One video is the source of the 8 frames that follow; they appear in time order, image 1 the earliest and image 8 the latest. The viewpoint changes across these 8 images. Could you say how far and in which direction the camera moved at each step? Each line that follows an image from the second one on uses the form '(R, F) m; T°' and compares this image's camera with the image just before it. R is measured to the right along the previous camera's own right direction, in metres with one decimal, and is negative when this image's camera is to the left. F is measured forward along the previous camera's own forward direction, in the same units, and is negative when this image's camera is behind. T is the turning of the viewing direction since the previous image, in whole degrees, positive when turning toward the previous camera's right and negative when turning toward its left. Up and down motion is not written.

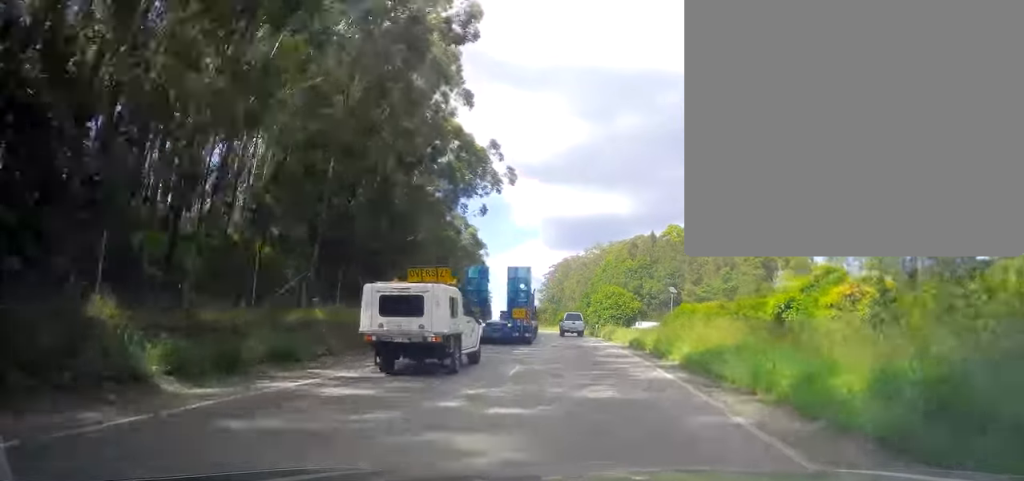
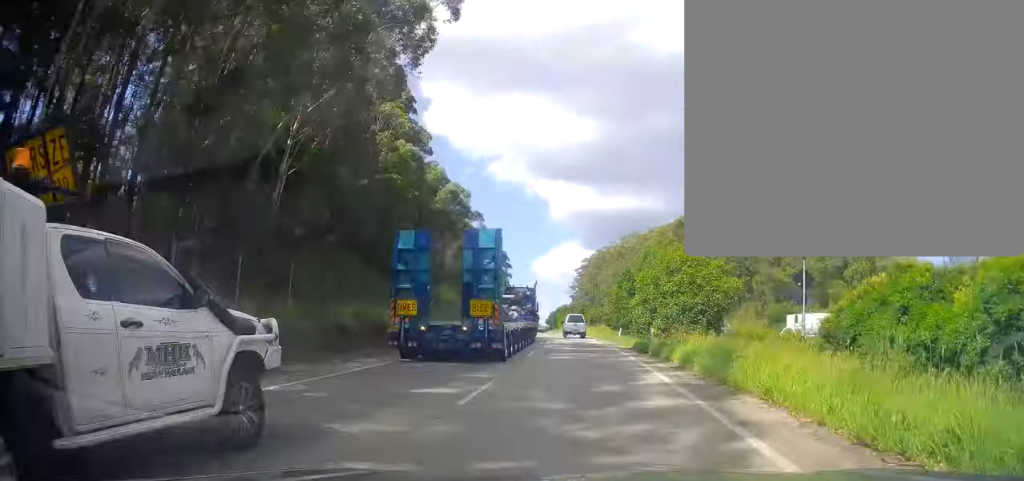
(+0.3, +28.0) m; -2°
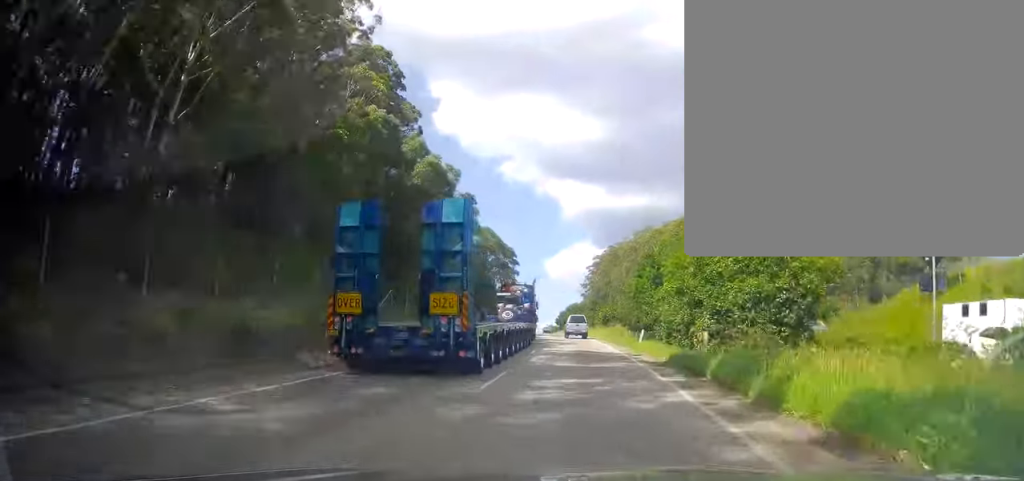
(-0.3, +10.1) m; -2°
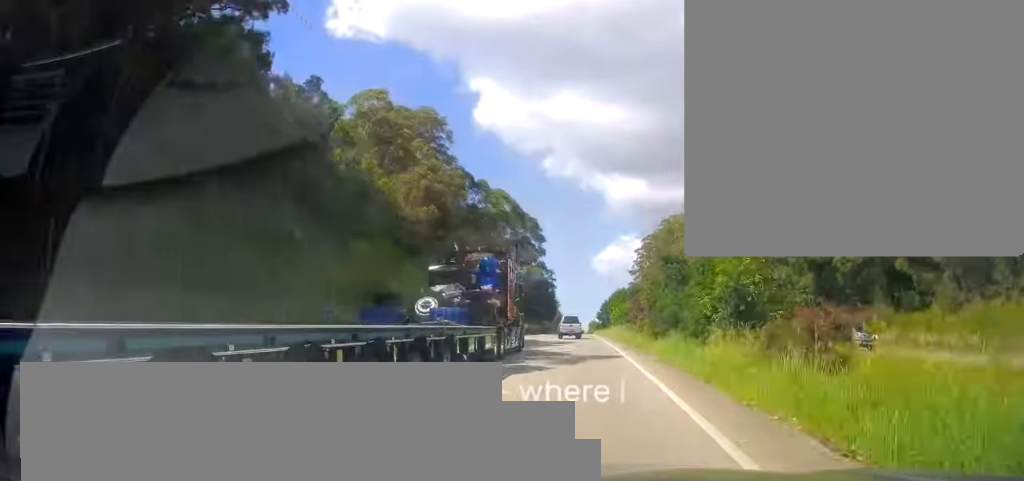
(-1.8, +45.6) m; -6°
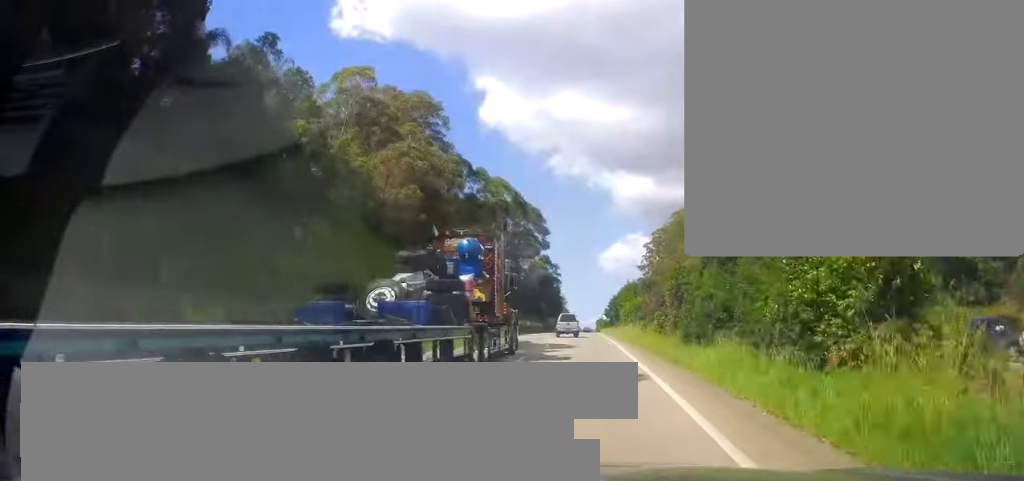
(-0.2, +8.5) m; -1°
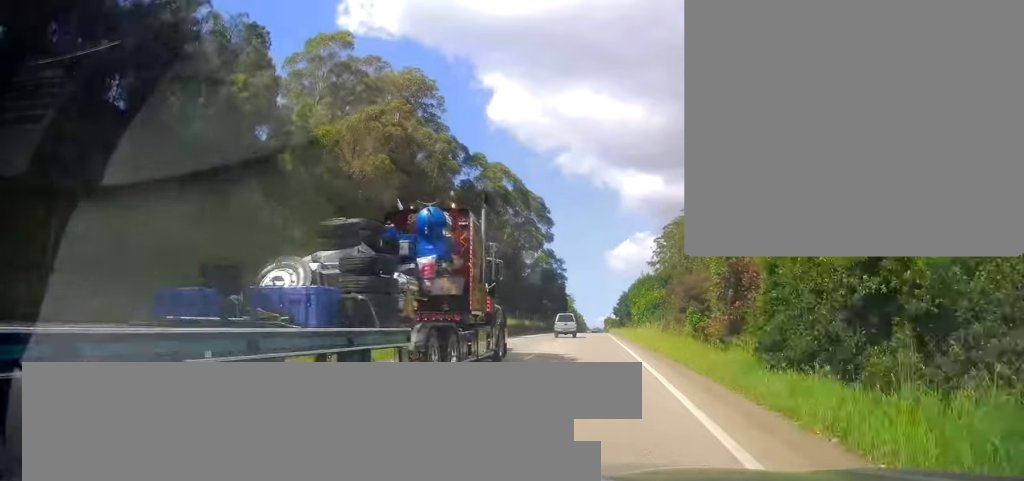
(-0.1, +9.9) m; -1°
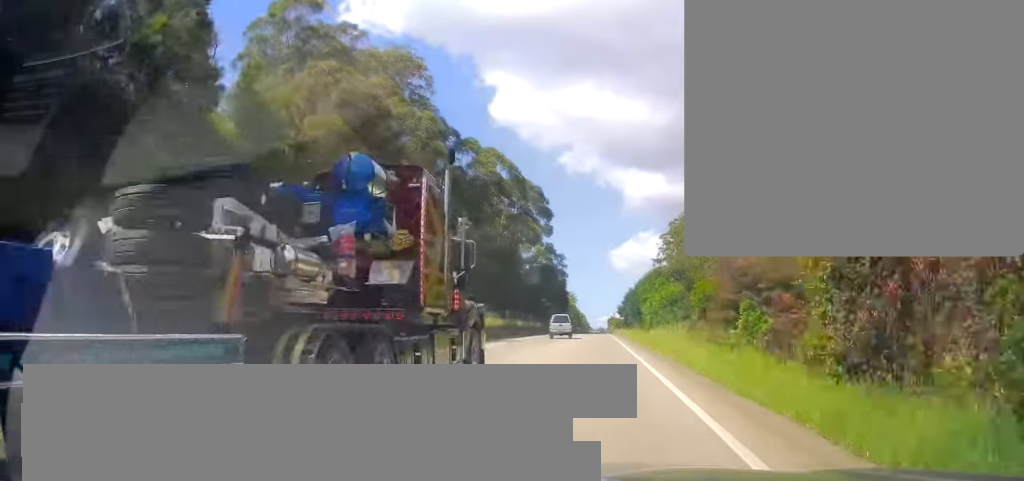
(-0.1, +9.3) m; -1°
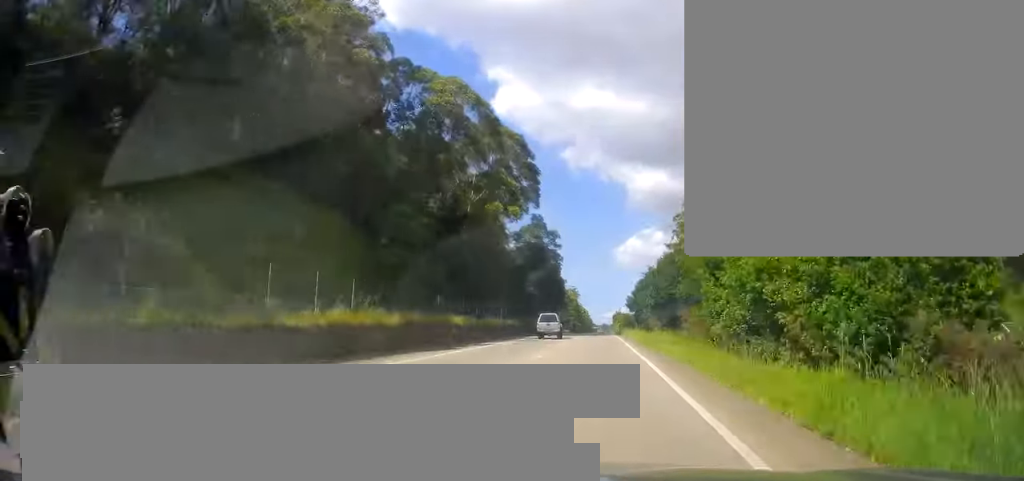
(-0.5, +27.6) m; 0°
